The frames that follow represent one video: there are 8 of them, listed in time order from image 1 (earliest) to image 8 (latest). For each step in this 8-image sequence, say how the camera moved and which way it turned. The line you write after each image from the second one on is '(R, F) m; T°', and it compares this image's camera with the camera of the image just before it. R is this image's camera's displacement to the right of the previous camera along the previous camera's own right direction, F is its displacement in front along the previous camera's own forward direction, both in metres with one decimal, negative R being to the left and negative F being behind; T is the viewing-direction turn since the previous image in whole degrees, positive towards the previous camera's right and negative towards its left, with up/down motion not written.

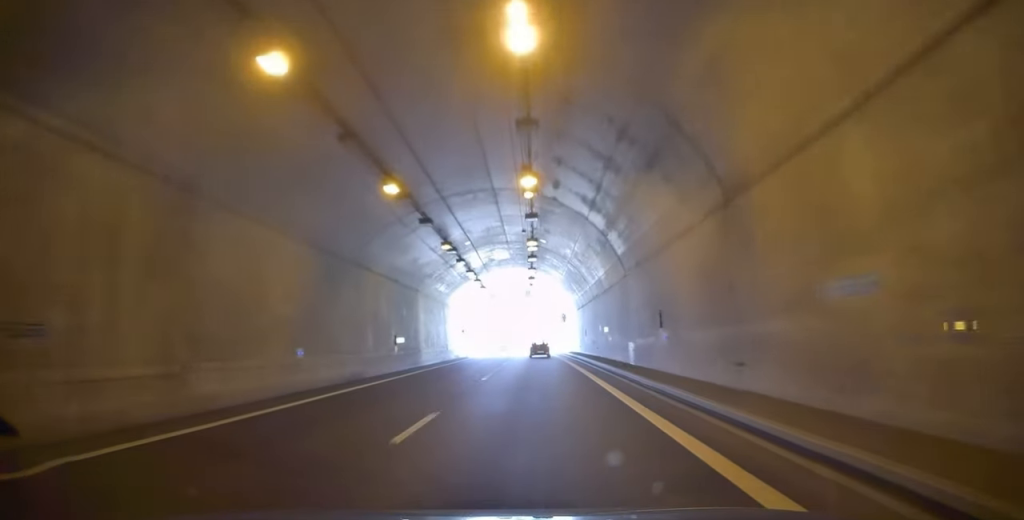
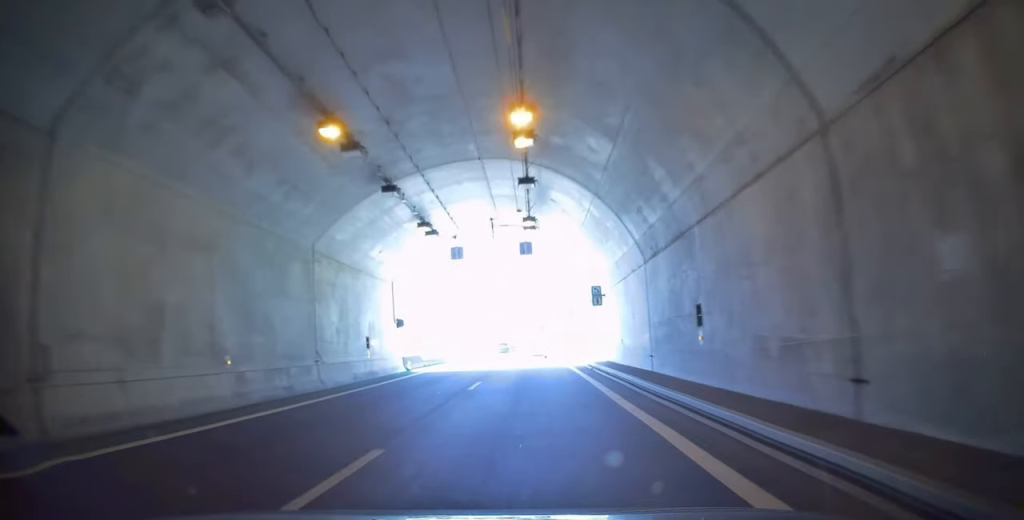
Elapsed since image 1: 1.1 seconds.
(0.0, +31.7) m; 0°
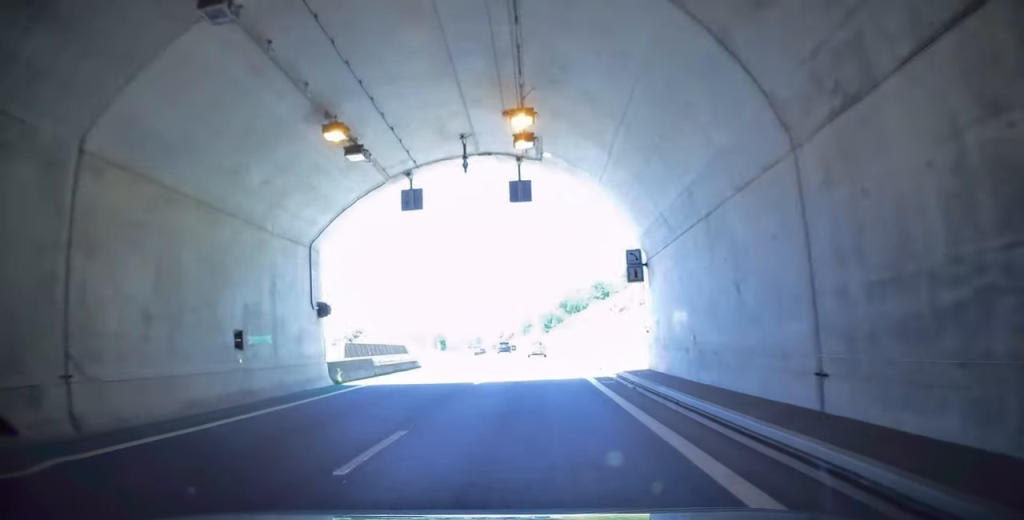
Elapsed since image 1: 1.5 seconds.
(0.0, +12.4) m; 0°
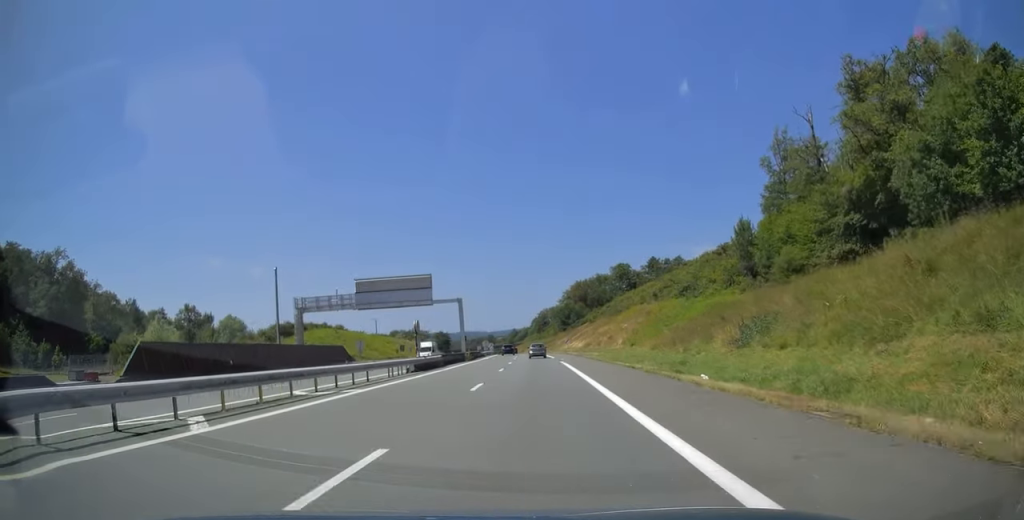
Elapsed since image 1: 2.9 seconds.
(+0.2, +43.0) m; +1°
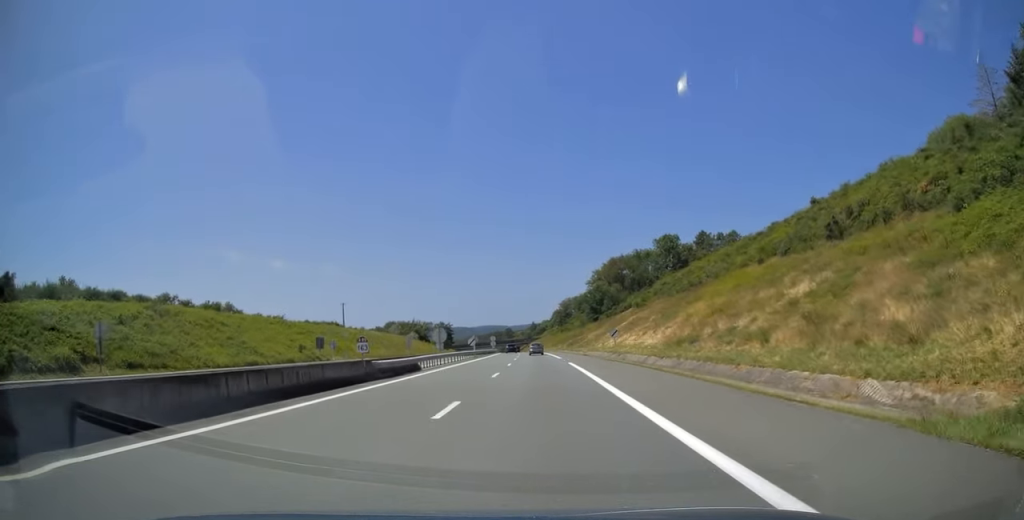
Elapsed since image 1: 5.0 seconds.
(+1.5, +62.7) m; +2°
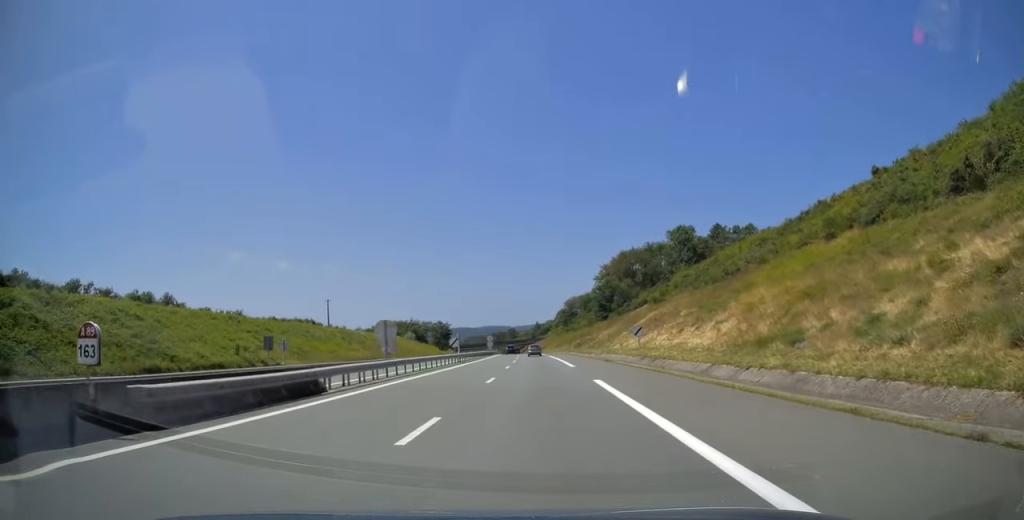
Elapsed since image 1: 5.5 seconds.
(+0.1, +16.5) m; 0°
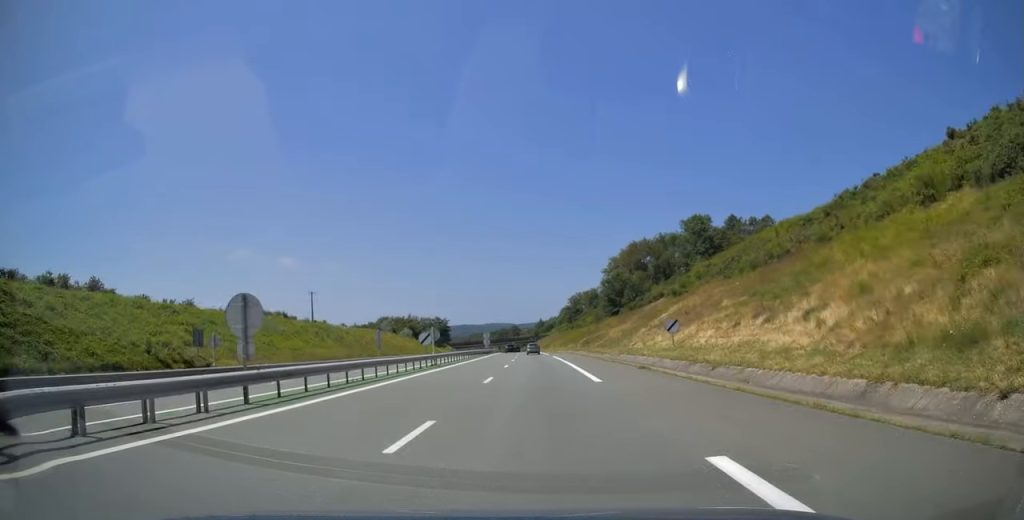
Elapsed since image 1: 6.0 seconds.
(-0.1, +14.4) m; 0°
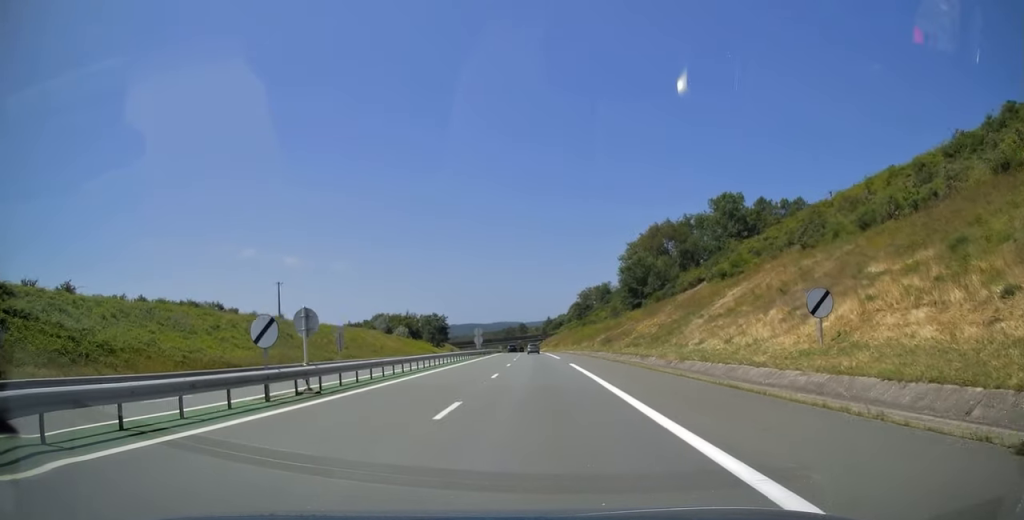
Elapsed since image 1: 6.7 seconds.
(-0.3, +23.6) m; 0°
